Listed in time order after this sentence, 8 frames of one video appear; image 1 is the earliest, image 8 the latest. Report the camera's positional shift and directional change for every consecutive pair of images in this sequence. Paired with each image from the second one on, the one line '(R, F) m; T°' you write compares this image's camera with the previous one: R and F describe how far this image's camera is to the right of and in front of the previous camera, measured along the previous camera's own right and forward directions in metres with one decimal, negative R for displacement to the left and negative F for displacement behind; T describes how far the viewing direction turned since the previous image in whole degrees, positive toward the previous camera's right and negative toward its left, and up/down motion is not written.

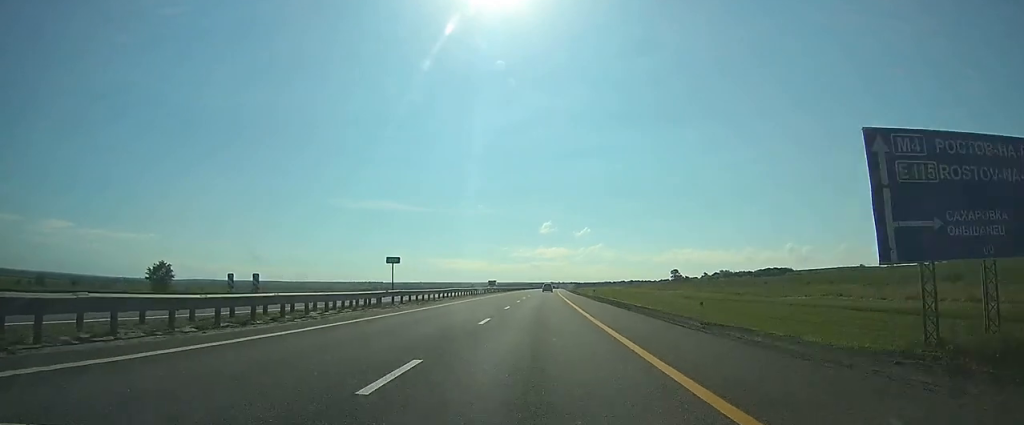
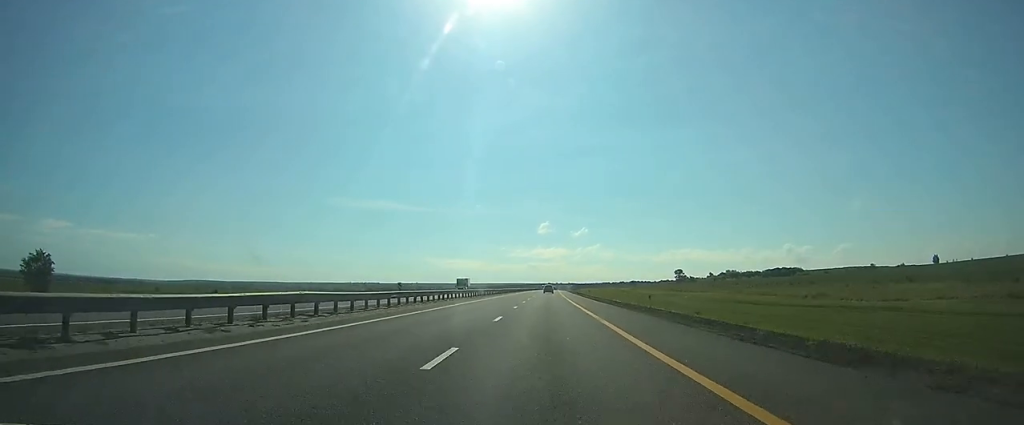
(-0.1, +33.3) m; 0°
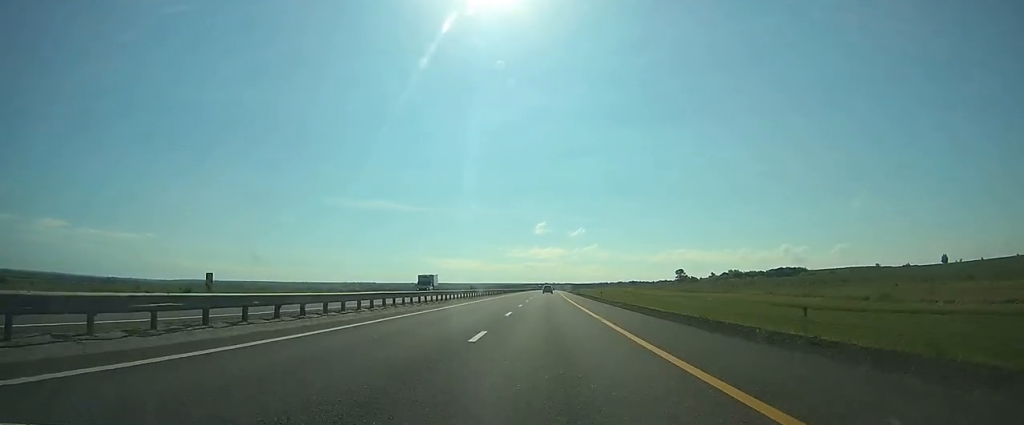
(+0.1, +19.1) m; 0°
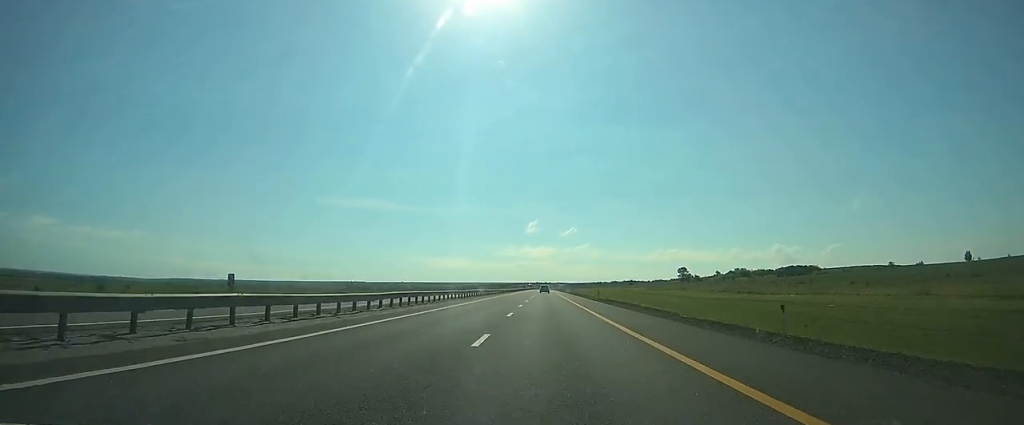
(+0.2, +48.2) m; +1°
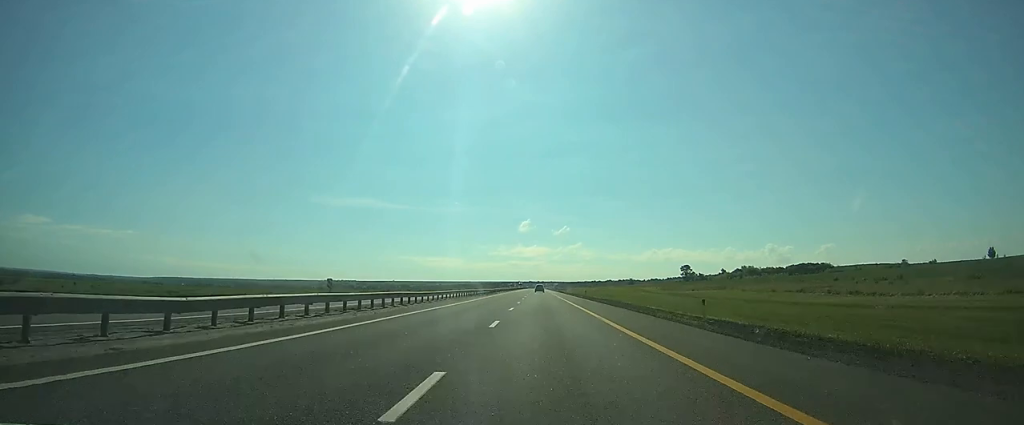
(+0.4, +41.9) m; +1°
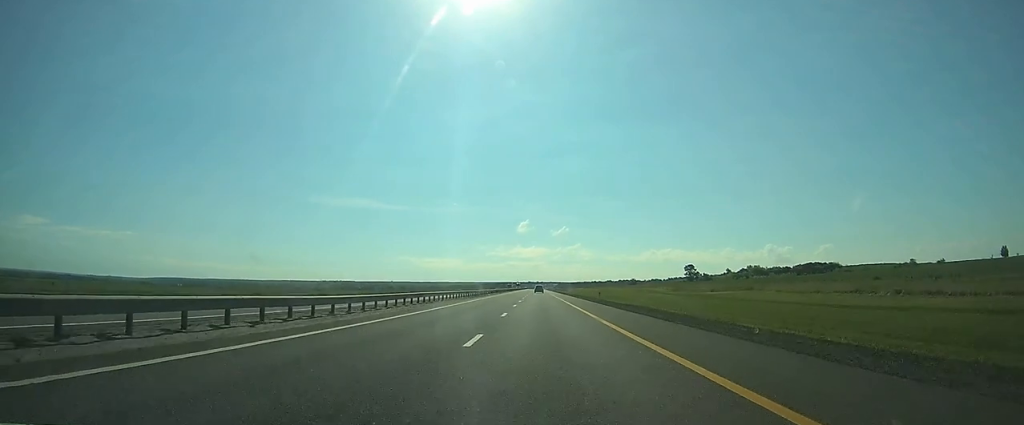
(0.0, +16.9) m; 0°
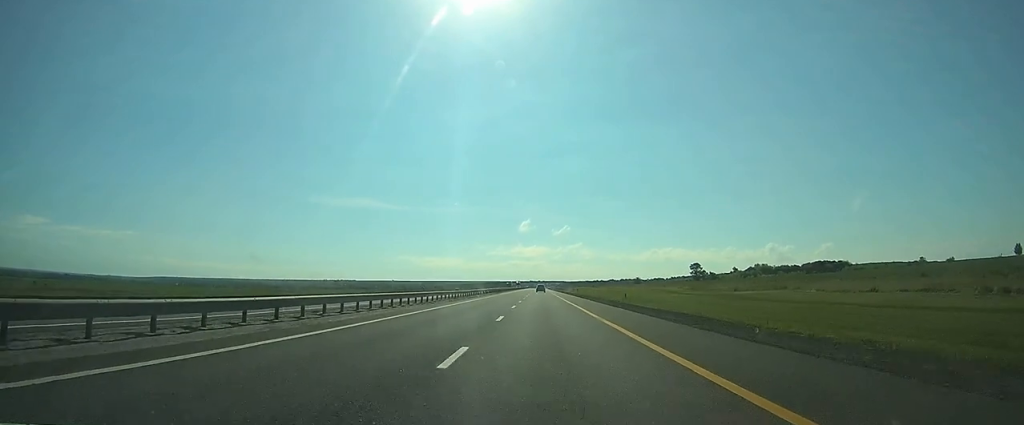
(0.0, +14.9) m; 0°
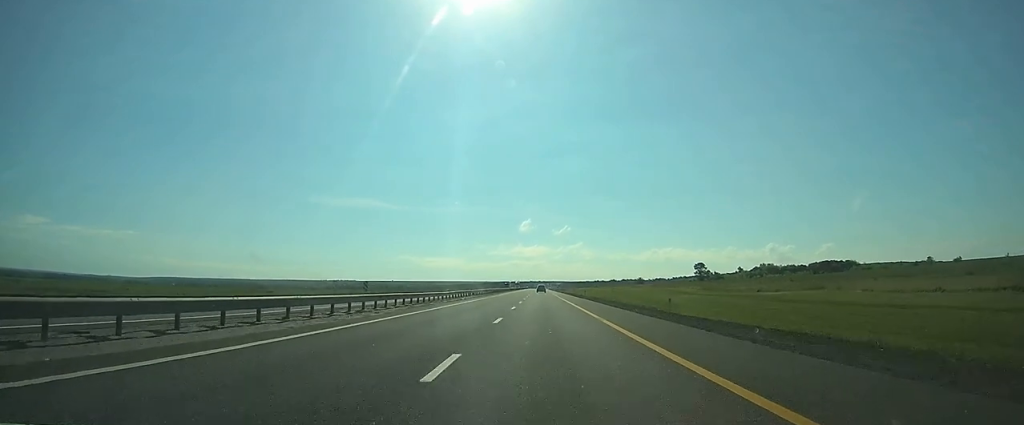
(0.0, +12.9) m; 0°
